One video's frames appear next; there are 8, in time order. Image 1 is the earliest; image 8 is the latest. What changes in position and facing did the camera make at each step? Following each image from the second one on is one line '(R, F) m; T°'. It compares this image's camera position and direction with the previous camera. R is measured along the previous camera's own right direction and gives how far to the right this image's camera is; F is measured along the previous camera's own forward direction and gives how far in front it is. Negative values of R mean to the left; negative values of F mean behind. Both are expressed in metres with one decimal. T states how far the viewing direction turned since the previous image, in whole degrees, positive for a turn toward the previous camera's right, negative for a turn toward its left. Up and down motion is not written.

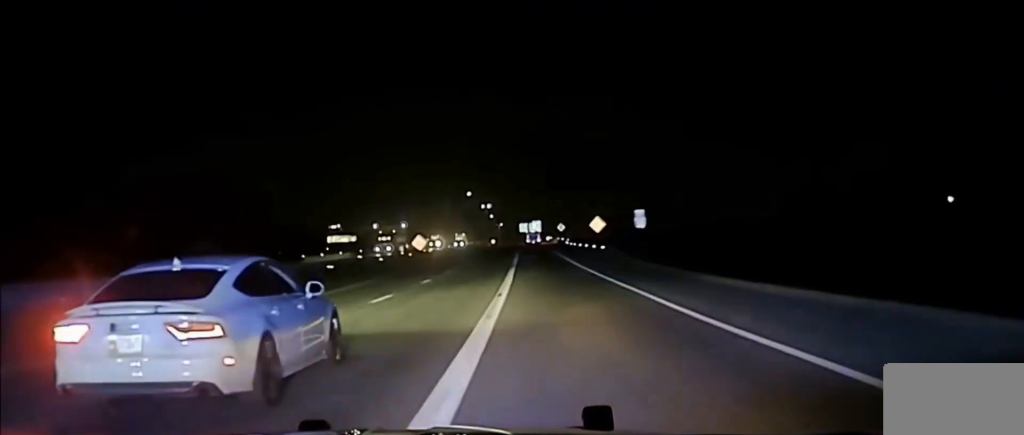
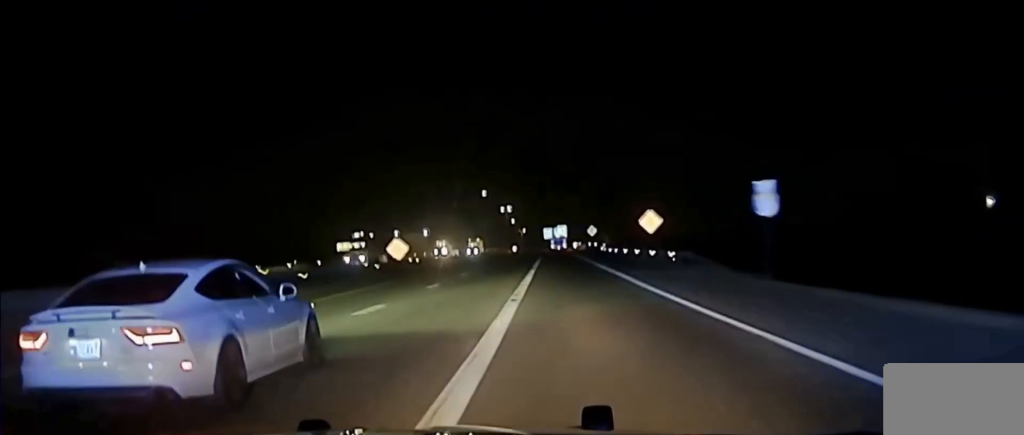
(-0.3, +29.0) m; -1°
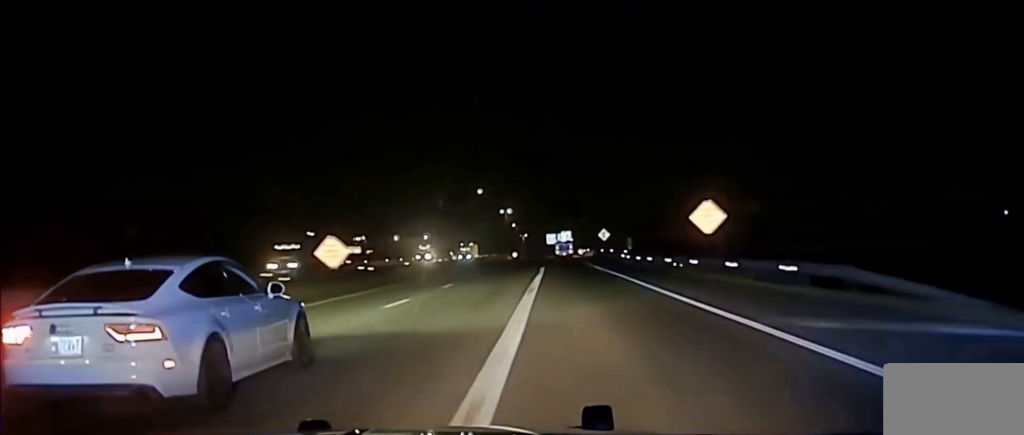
(0.0, +21.3) m; 0°
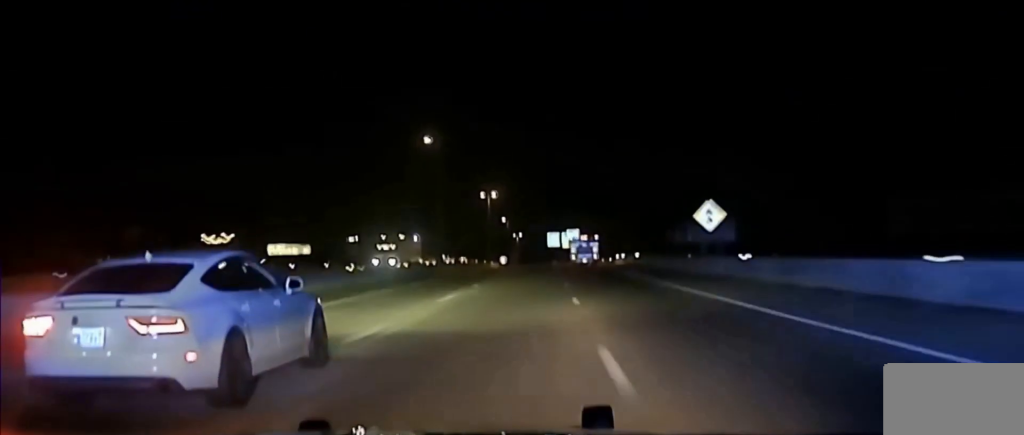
(-1.0, +70.5) m; -1°
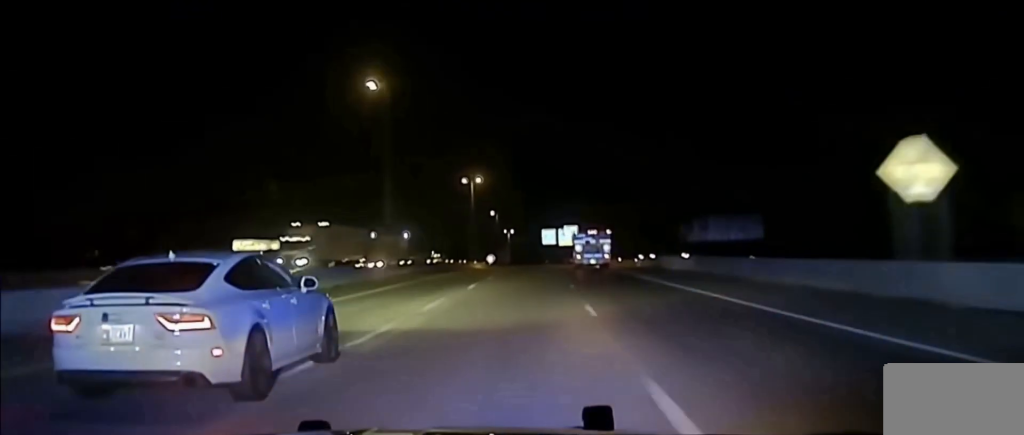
(0.0, +28.0) m; 0°
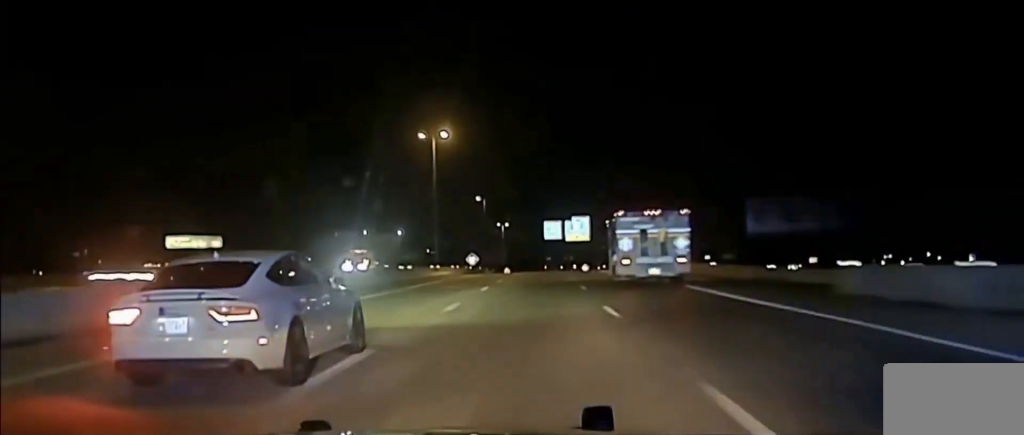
(0.0, +49.4) m; 0°
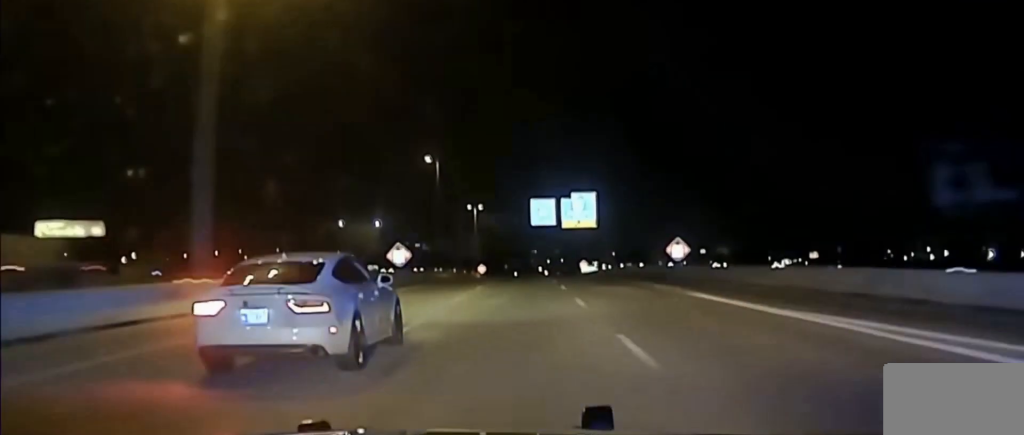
(+0.3, +54.8) m; +1°
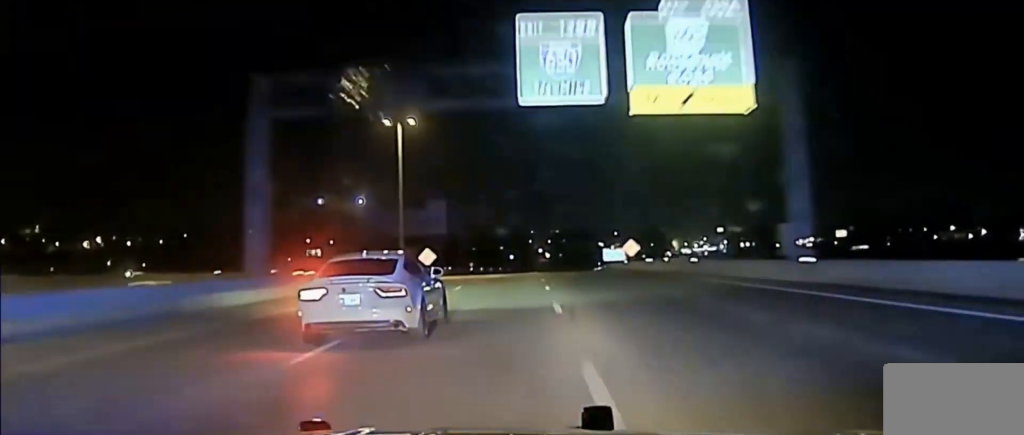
(+0.7, +98.0) m; +1°
